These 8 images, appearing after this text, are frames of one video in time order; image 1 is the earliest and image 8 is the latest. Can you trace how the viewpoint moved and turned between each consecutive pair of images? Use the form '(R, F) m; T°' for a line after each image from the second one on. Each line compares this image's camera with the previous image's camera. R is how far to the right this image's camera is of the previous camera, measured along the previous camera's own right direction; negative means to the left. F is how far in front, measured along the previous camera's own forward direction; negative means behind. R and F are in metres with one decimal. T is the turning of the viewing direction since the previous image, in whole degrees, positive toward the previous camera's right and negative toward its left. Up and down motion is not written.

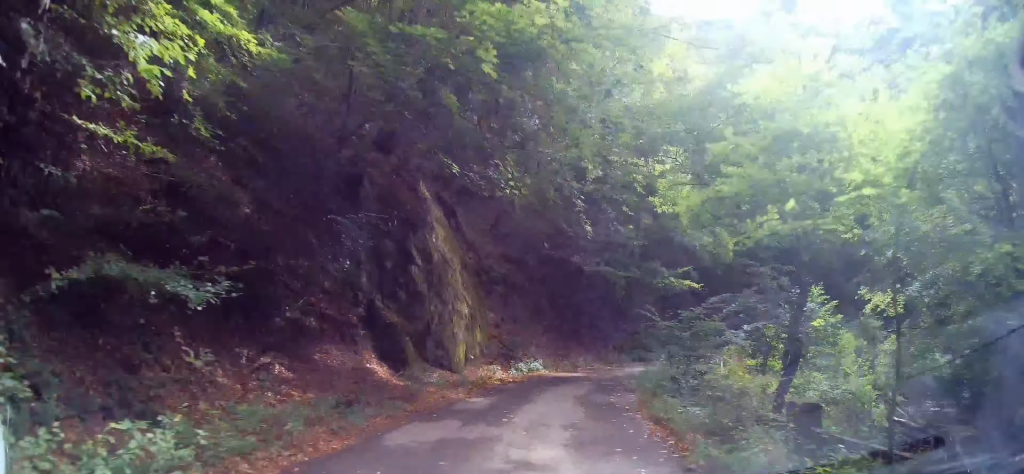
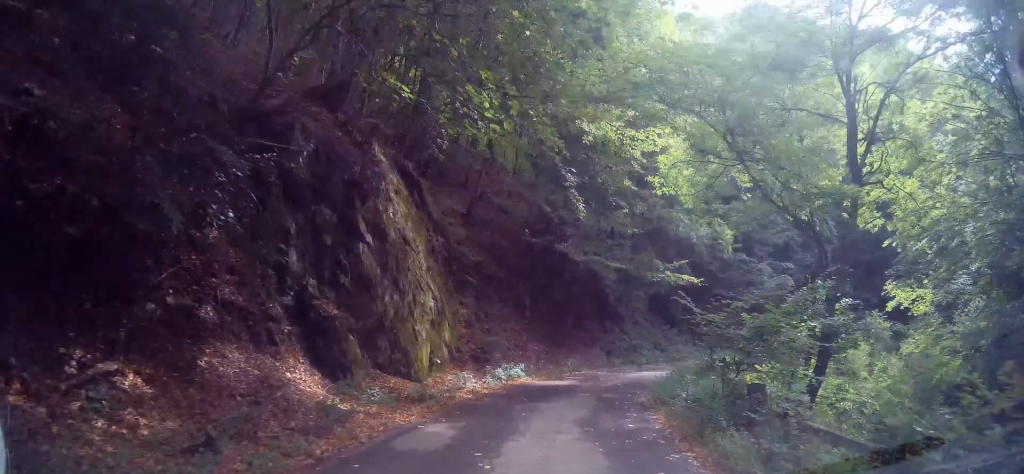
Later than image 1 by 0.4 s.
(+0.1, +3.4) m; +2°
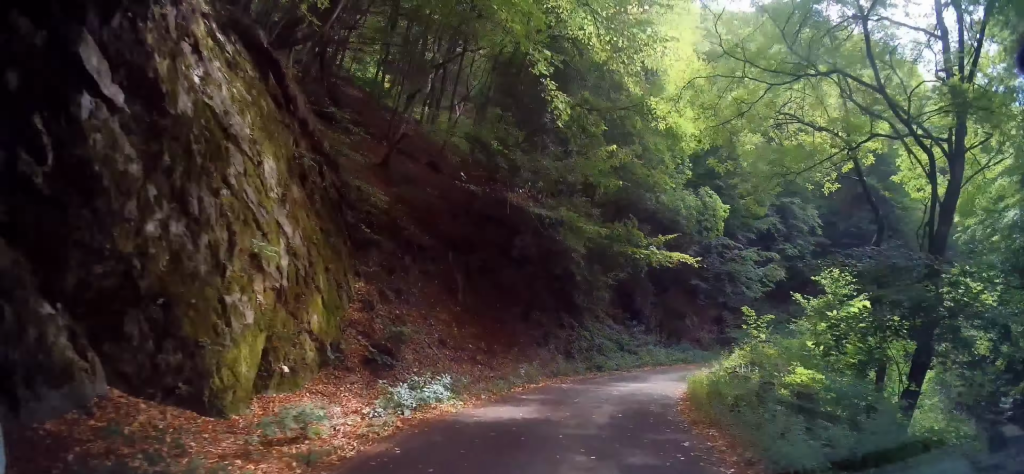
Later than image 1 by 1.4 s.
(+0.3, +7.2) m; +5°
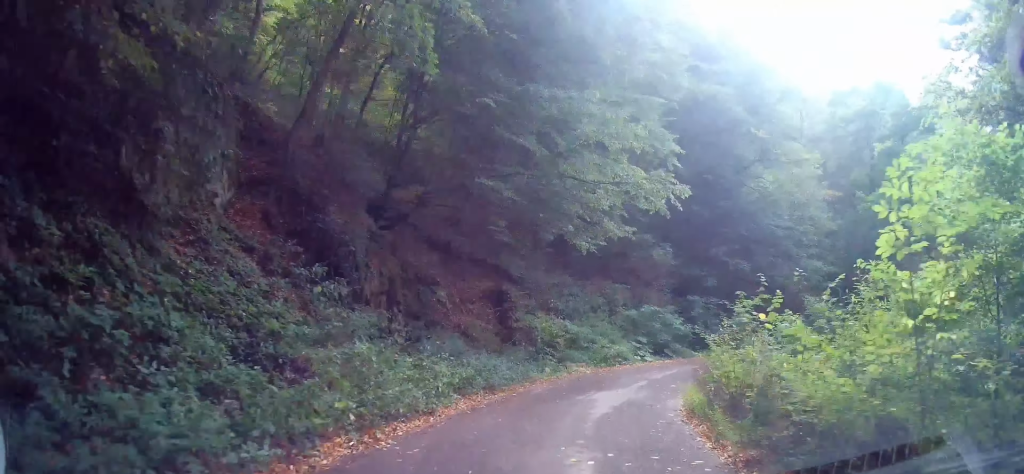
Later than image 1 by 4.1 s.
(+3.1, +19.0) m; +28°
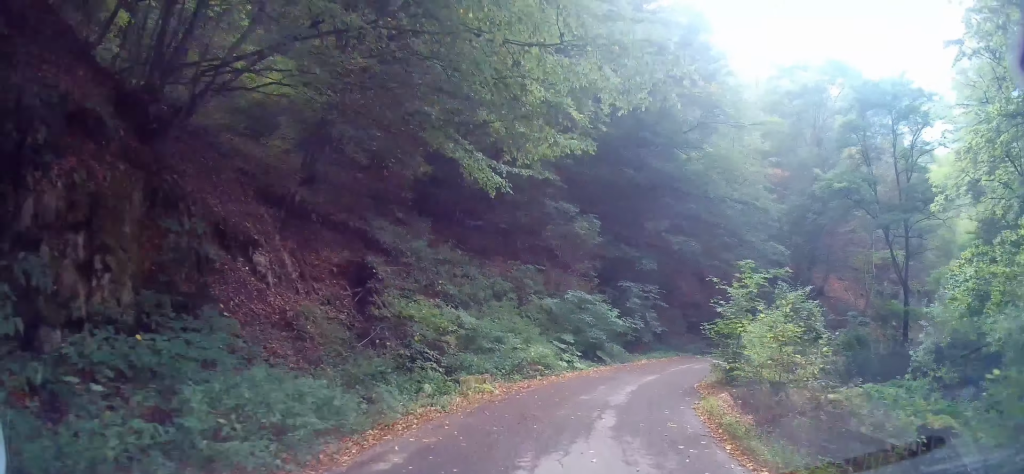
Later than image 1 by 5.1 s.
(+1.0, +7.0) m; +15°
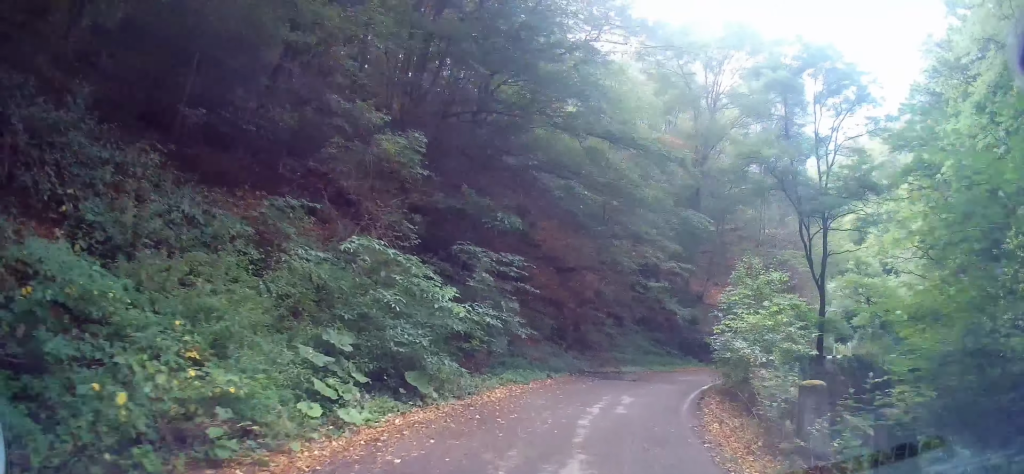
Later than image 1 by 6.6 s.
(+1.6, +9.5) m; +15°
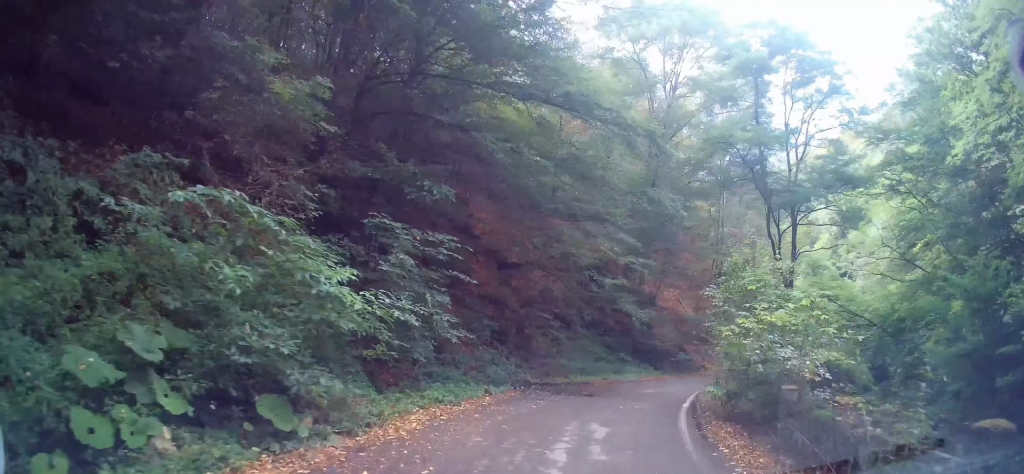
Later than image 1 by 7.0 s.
(0.0, +3.0) m; +4°
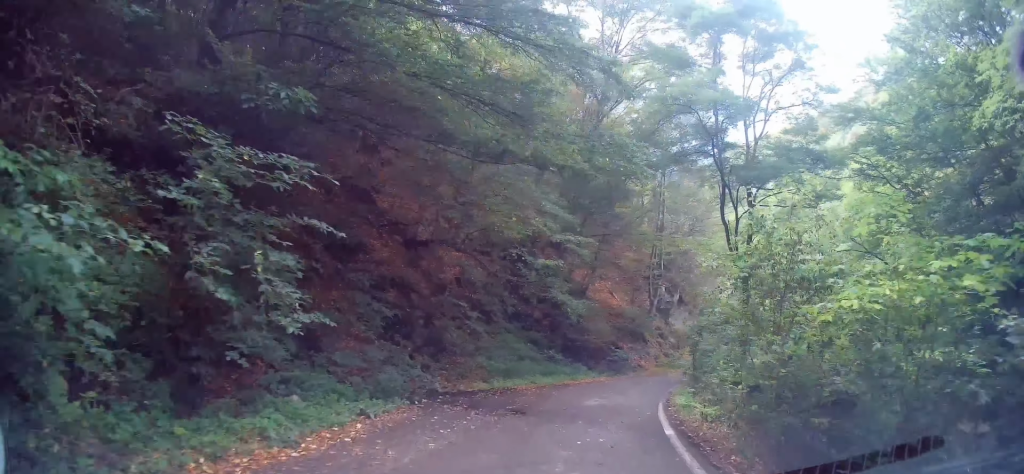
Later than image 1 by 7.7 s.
(+0.2, +4.0) m; +8°
